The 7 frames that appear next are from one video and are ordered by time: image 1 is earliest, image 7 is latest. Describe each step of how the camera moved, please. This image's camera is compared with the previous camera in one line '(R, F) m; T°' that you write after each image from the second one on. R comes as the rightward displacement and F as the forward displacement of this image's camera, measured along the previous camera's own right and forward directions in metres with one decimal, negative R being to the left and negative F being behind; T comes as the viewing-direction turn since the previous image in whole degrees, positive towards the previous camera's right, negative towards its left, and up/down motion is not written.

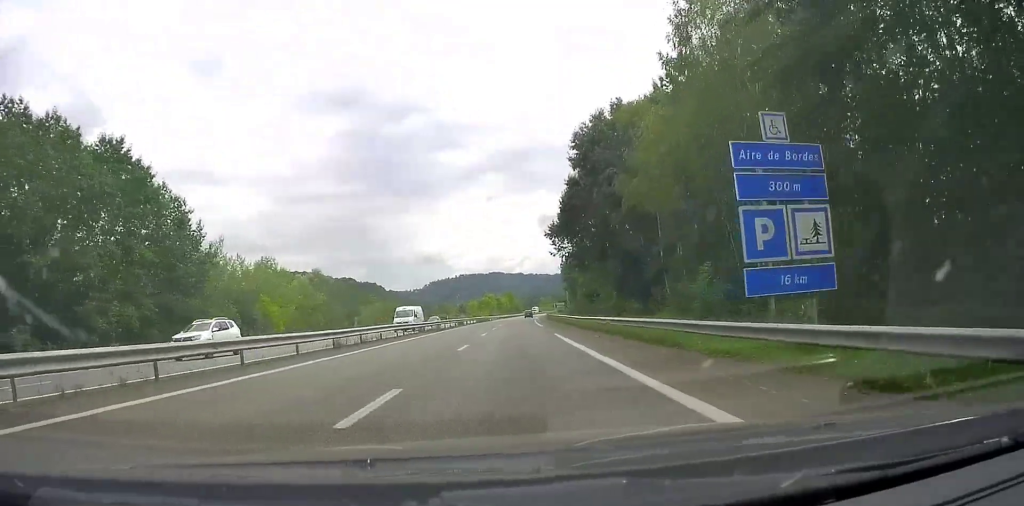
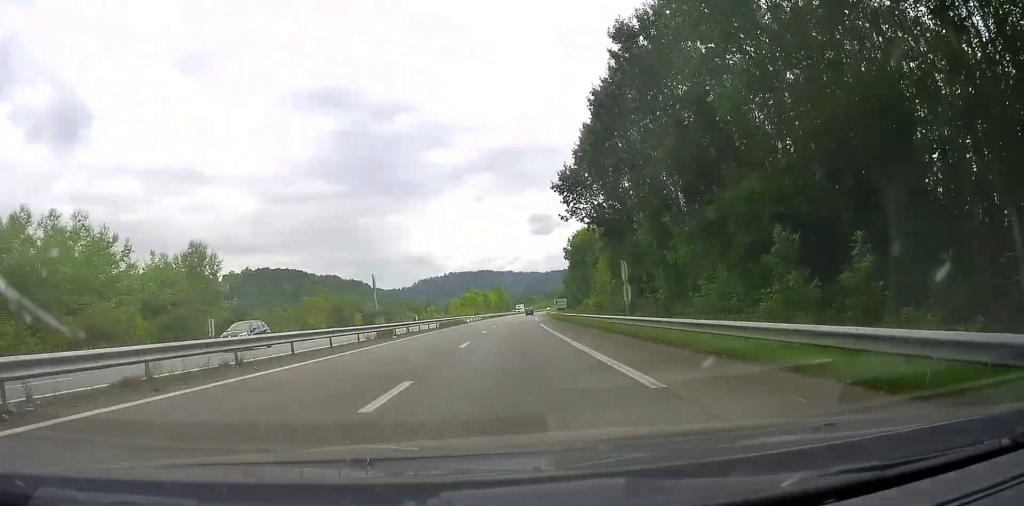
(+0.1, +37.4) m; +1°
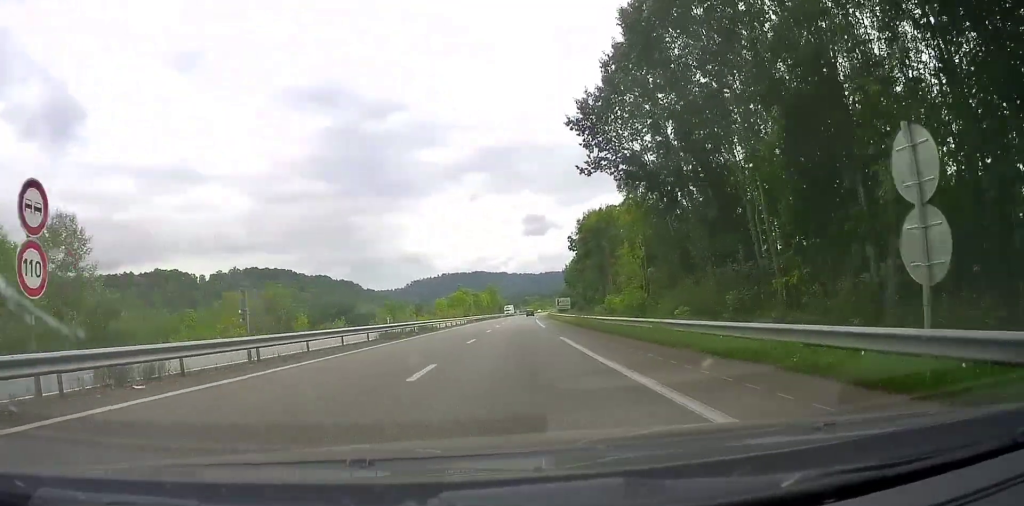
(+0.3, +22.4) m; +1°
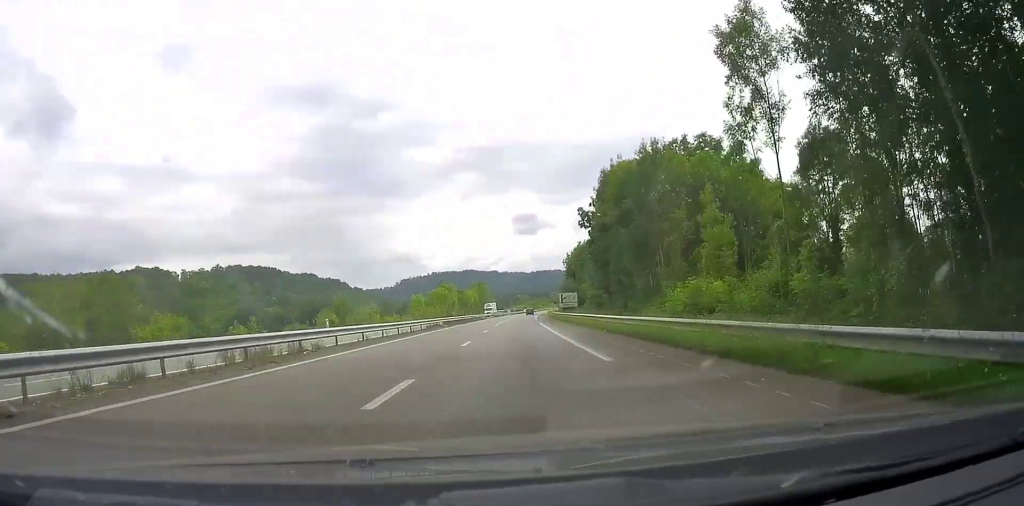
(+0.3, +29.0) m; +1°
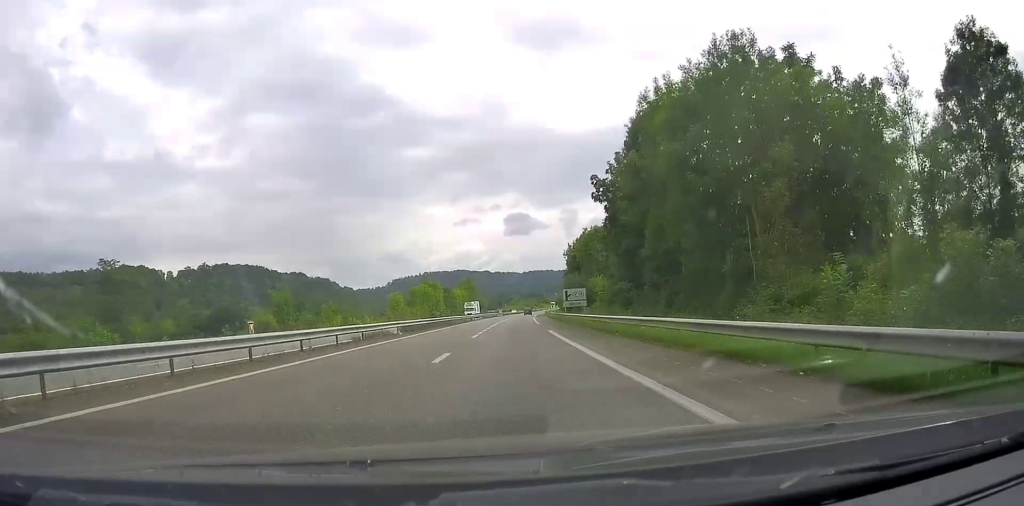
(+0.1, +19.7) m; +1°
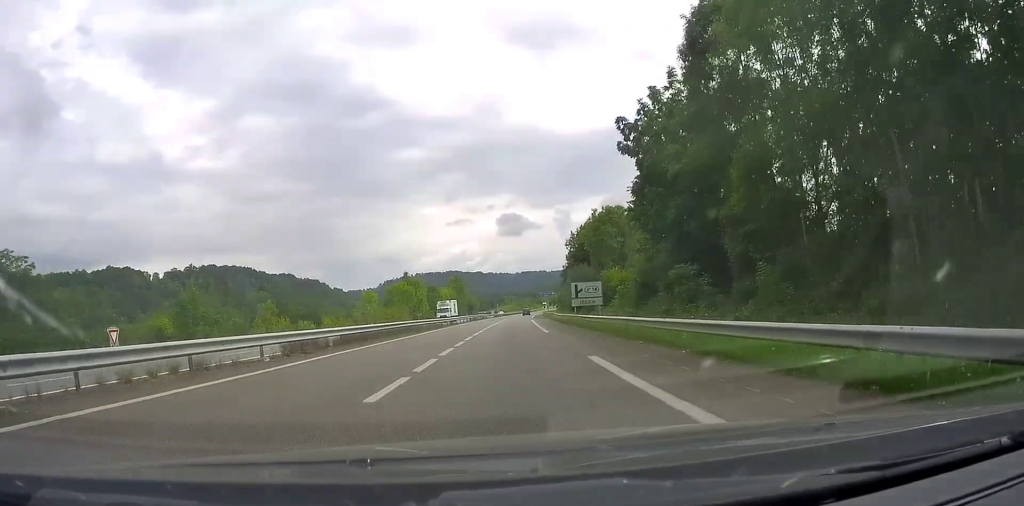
(+0.1, +19.3) m; +1°
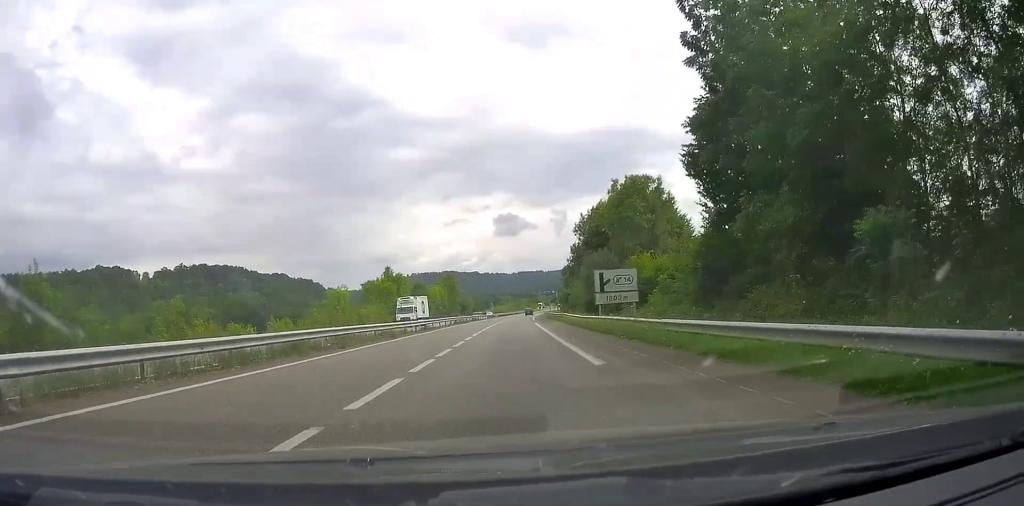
(+0.2, +18.3) m; 0°
